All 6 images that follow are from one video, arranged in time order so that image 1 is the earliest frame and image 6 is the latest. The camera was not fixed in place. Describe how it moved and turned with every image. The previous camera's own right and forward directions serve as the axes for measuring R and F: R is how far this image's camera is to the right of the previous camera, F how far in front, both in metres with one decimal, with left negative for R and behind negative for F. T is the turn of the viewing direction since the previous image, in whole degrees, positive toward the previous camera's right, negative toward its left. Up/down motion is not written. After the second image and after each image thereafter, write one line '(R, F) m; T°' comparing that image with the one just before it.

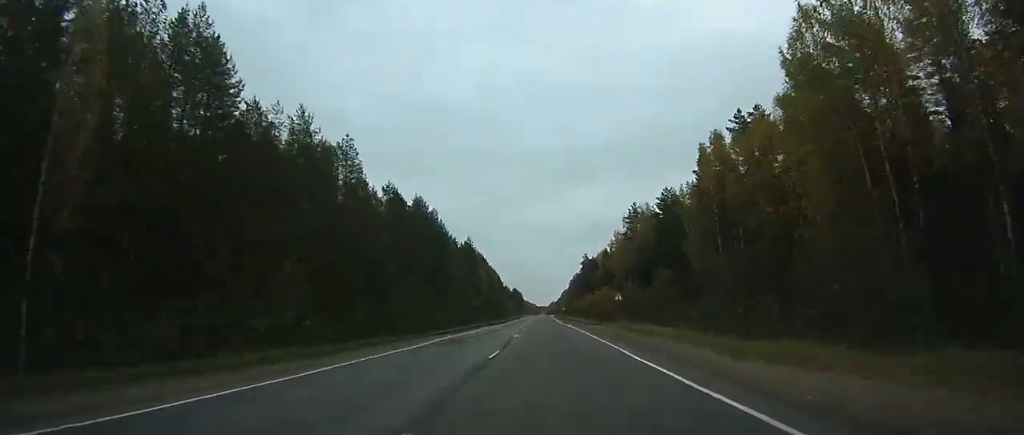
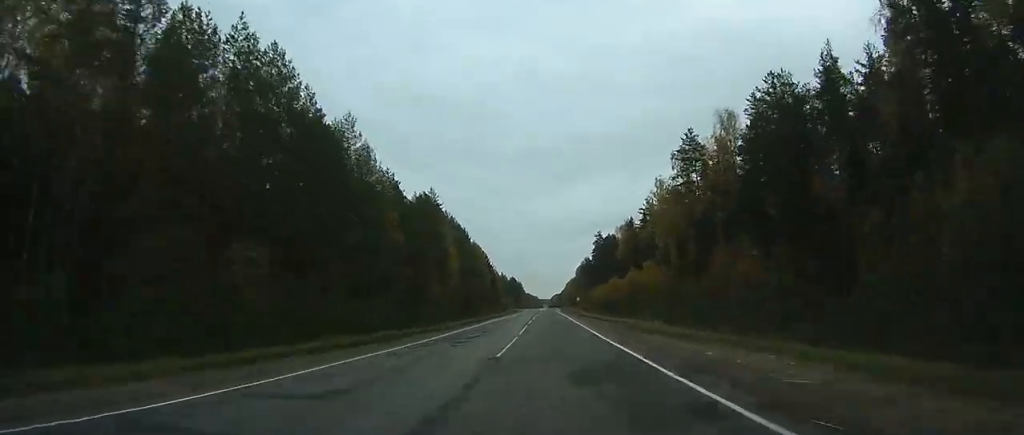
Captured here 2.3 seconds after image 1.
(0.0, +63.6) m; 0°
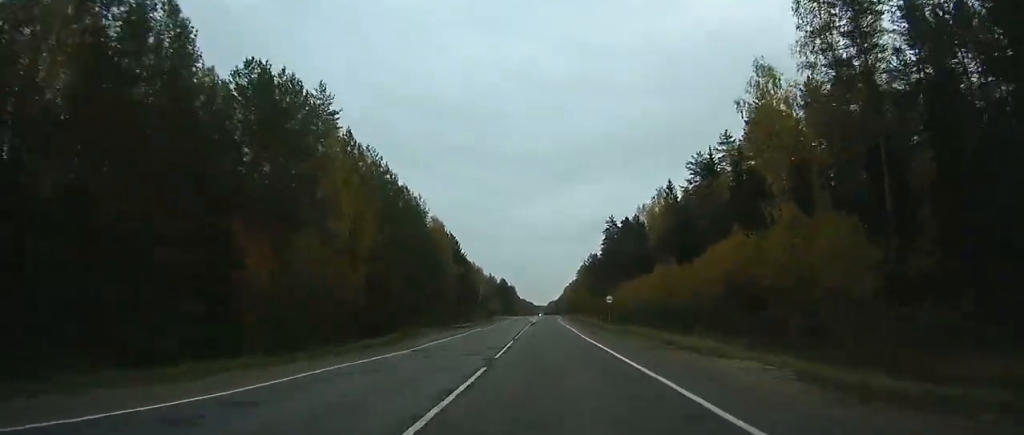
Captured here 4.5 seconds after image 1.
(0.0, +61.5) m; 0°
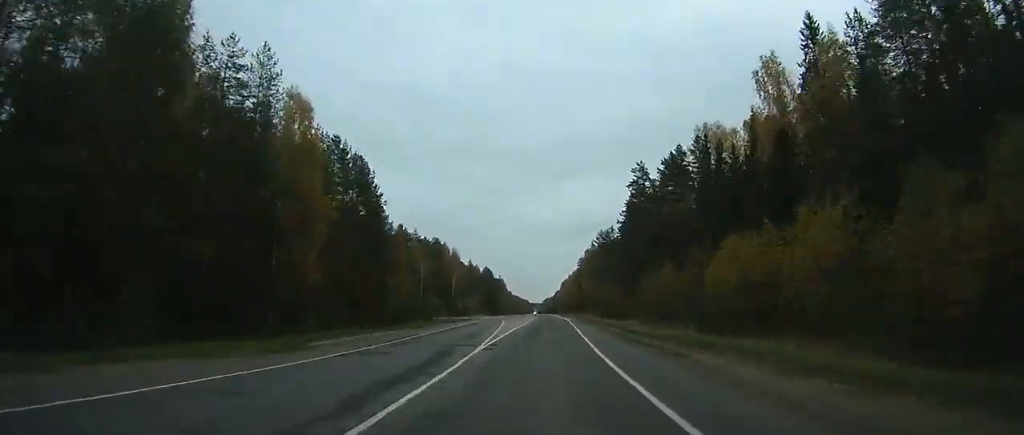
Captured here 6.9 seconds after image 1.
(+0.2, +68.1) m; 0°
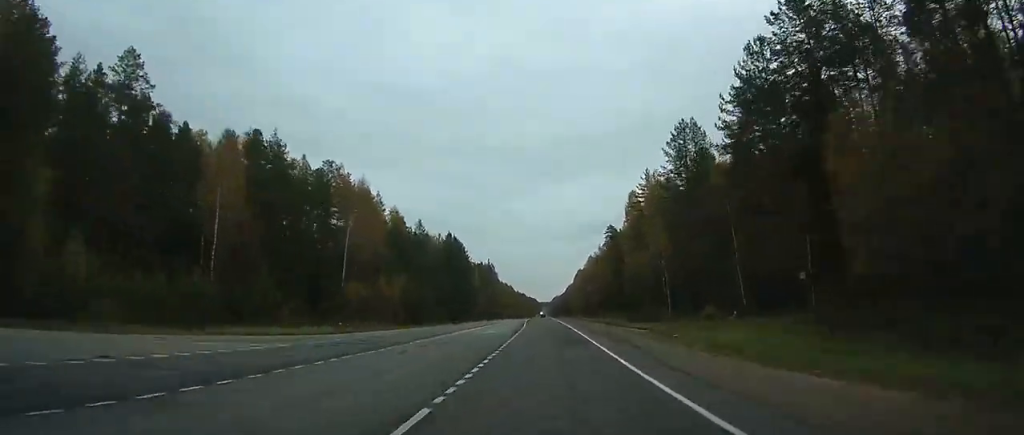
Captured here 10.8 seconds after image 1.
(-1.3, +107.3) m; -2°
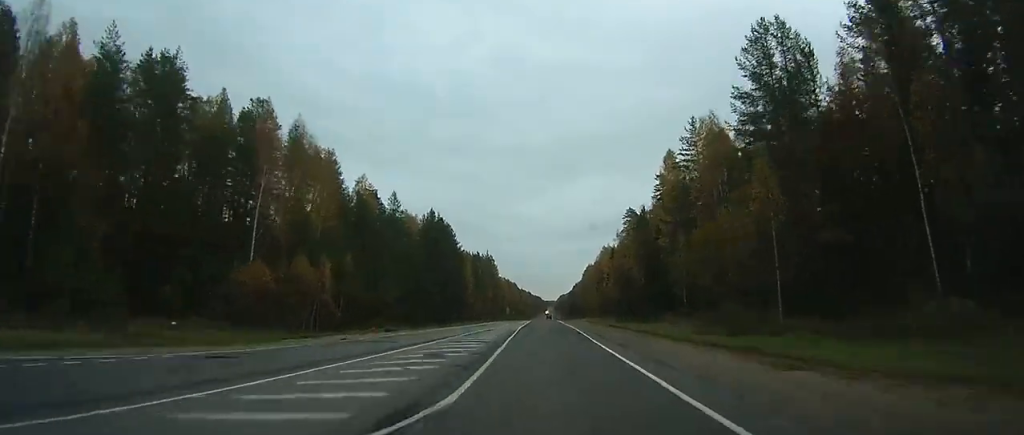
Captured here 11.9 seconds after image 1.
(-0.1, +30.6) m; 0°
